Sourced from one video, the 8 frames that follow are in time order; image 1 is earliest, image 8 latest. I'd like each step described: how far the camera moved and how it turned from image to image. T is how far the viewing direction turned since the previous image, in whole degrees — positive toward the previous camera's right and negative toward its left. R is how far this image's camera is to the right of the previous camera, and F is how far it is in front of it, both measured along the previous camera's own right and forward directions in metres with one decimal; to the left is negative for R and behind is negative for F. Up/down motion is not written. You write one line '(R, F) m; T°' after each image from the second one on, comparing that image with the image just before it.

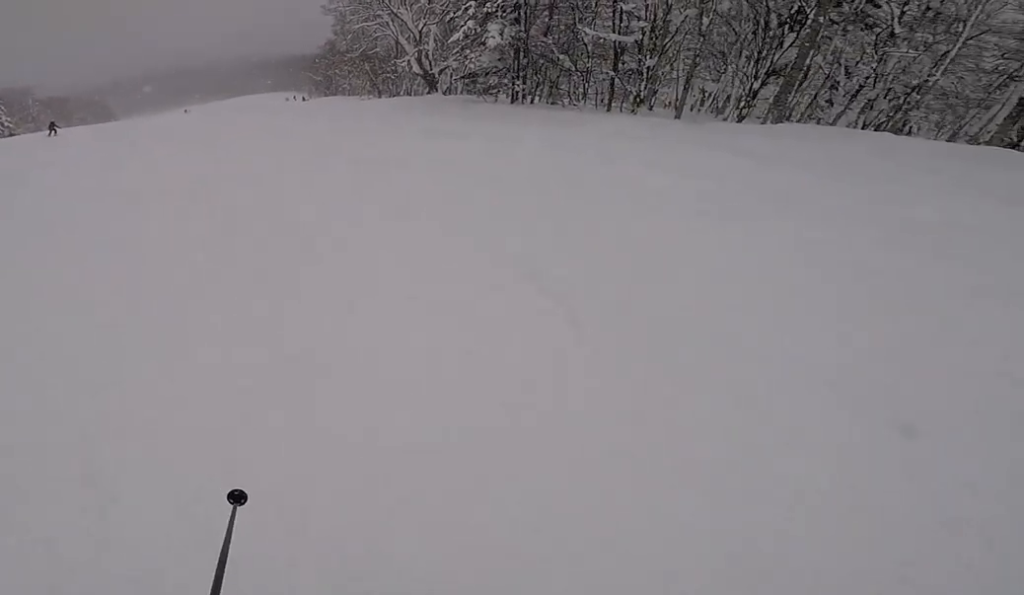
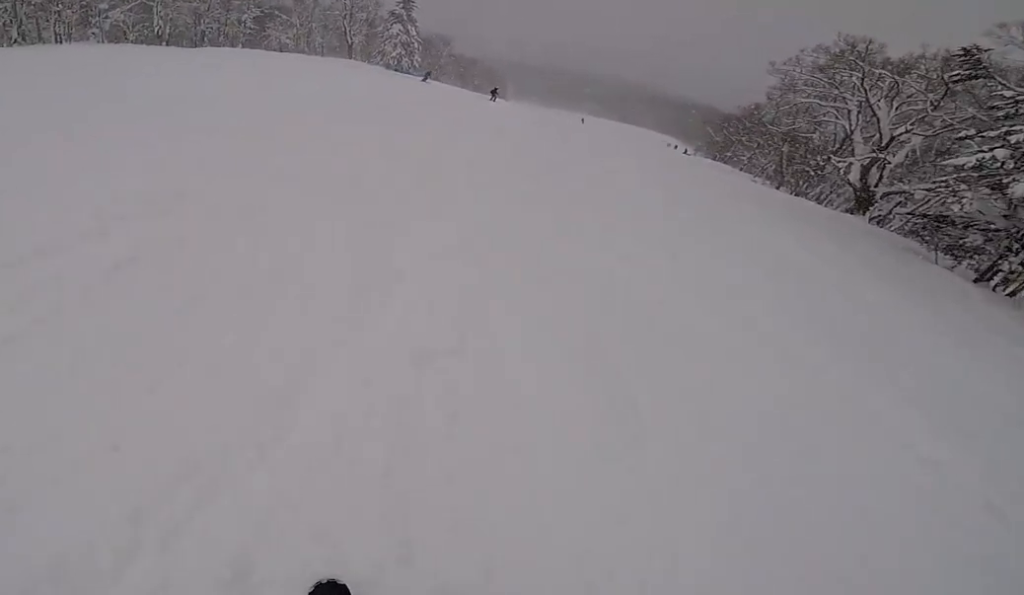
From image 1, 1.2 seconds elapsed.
(-1.7, +5.0) m; -15°
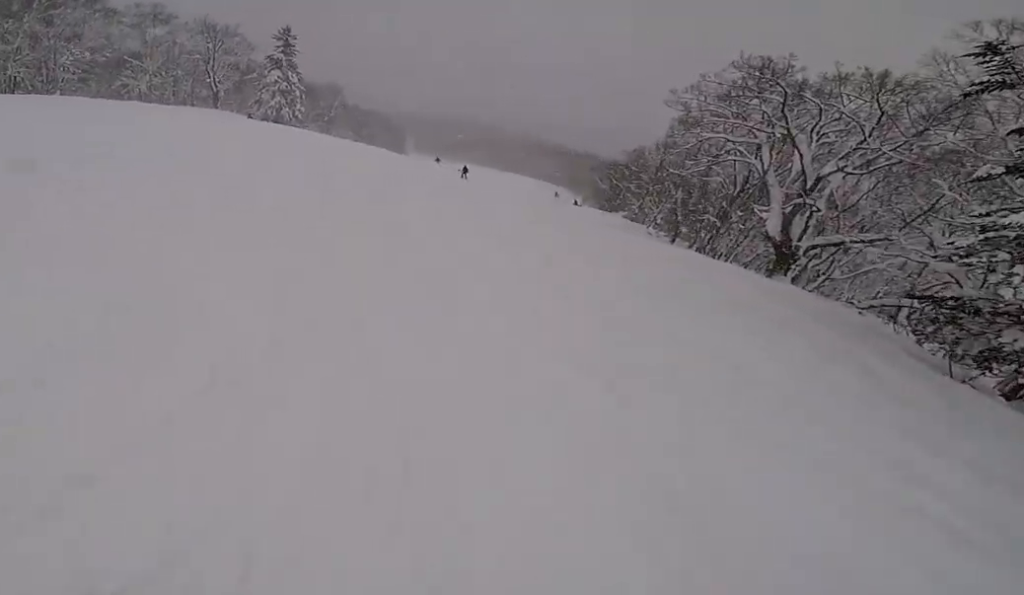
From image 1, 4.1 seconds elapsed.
(+2.5, +11.1) m; +12°
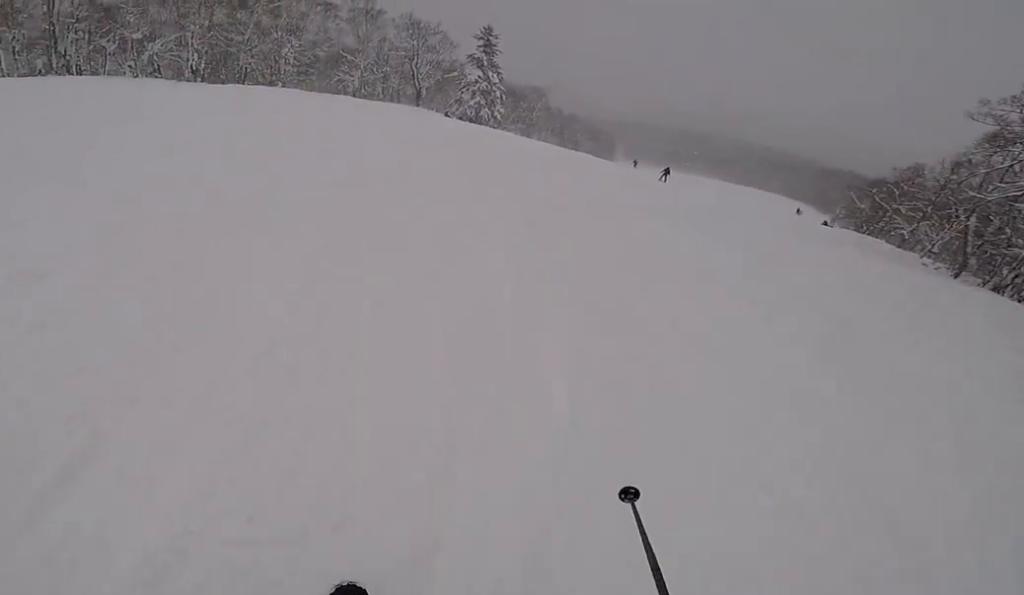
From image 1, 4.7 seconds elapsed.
(-0.8, +2.3) m; -16°
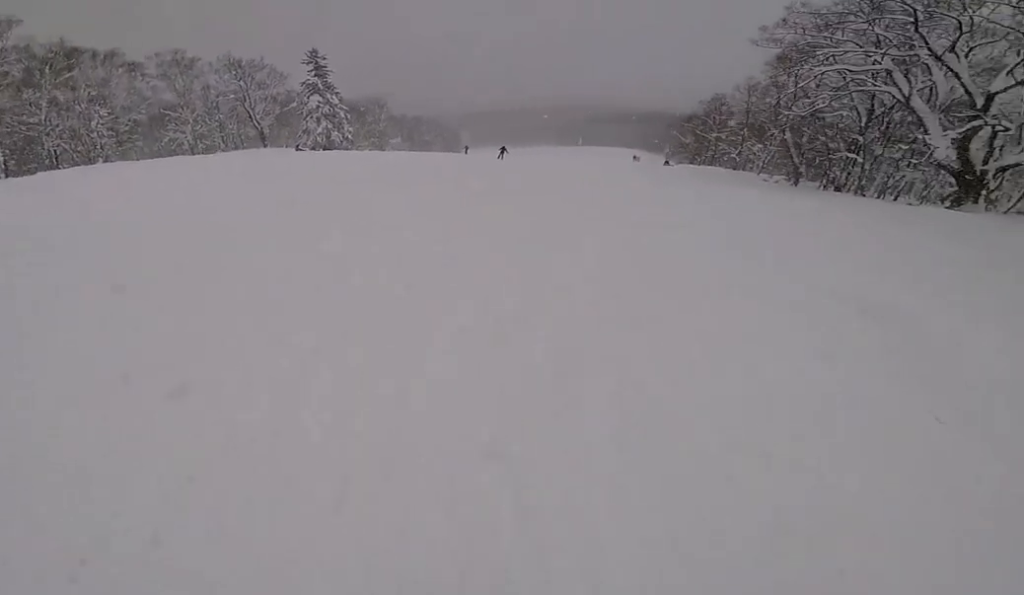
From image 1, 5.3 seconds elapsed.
(-0.2, +2.3) m; +6°
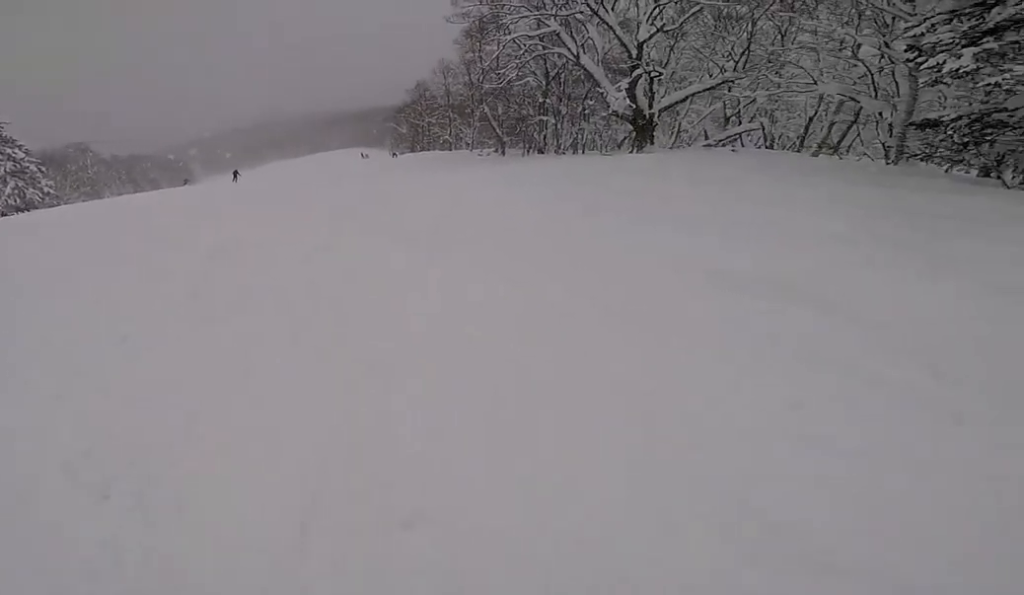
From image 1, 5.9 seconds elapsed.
(-0.5, +2.4) m; +15°
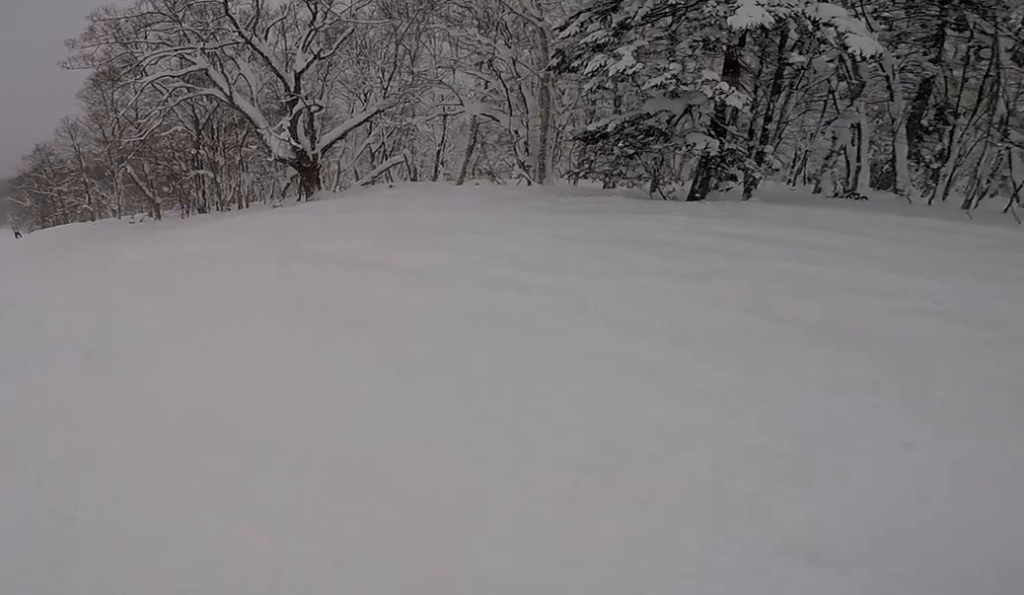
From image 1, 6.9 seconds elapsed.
(+1.8, +3.8) m; +25°
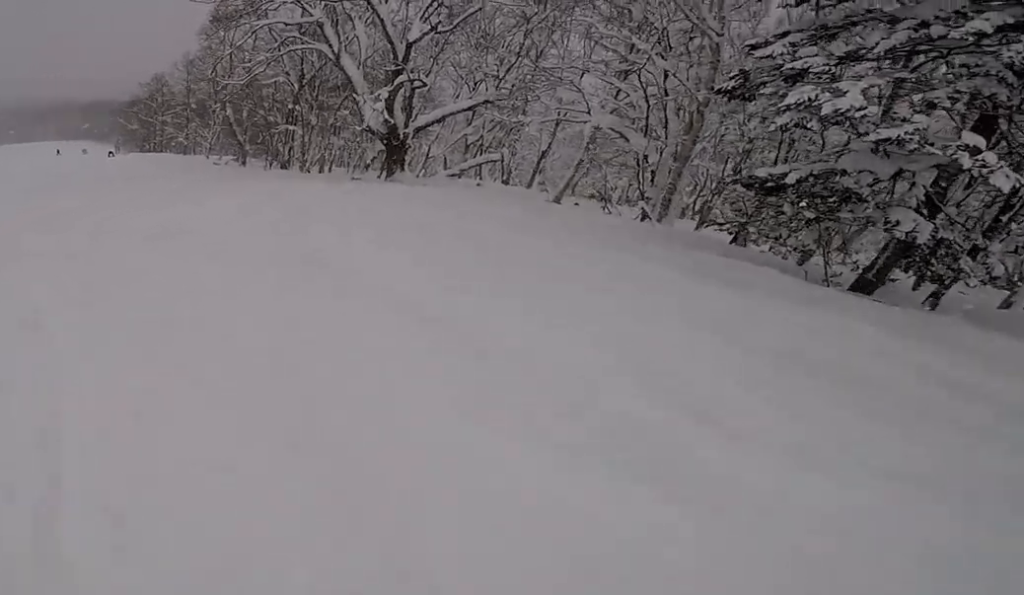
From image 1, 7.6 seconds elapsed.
(0.0, +2.7) m; -14°
